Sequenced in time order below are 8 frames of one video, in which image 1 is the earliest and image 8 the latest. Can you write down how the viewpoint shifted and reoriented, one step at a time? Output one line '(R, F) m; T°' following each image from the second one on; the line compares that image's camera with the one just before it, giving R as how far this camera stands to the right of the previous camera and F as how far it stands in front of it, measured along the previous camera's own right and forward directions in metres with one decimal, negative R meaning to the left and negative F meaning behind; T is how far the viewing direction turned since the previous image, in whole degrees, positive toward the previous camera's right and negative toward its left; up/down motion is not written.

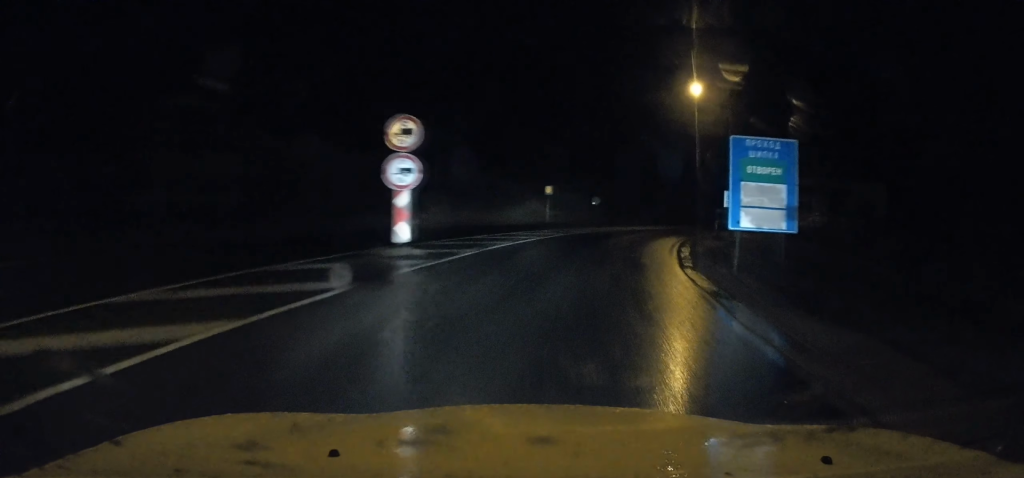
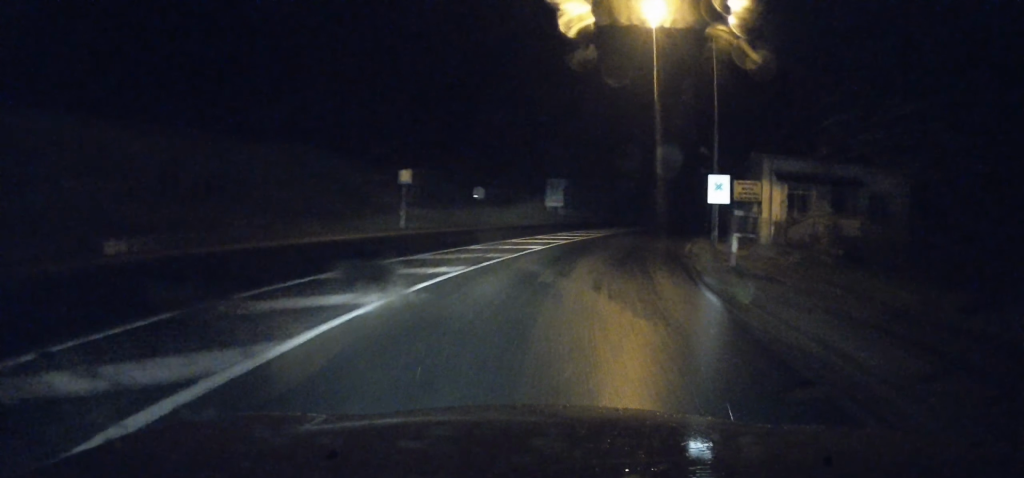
(+1.6, +17.0) m; +10°
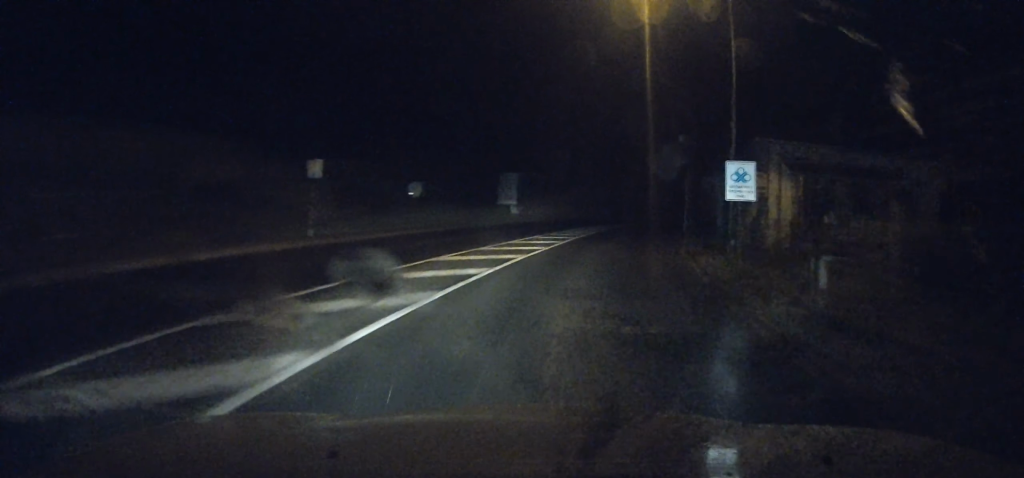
(+0.3, +6.7) m; +4°
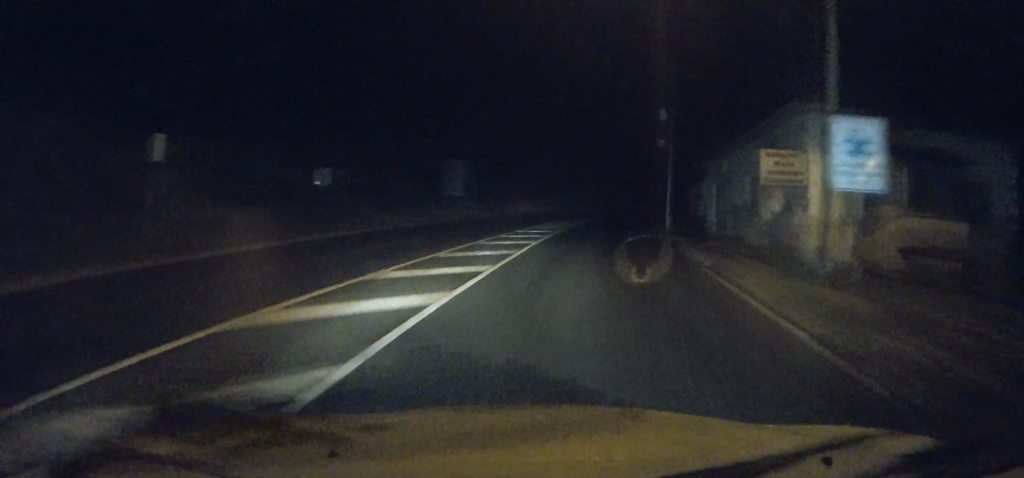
(0.0, +7.6) m; +4°
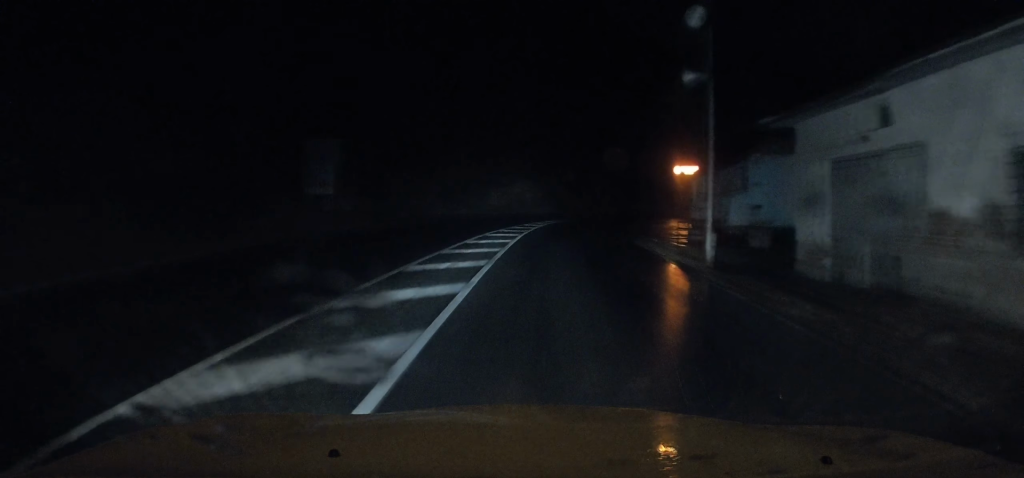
(+1.6, +16.2) m; +8°
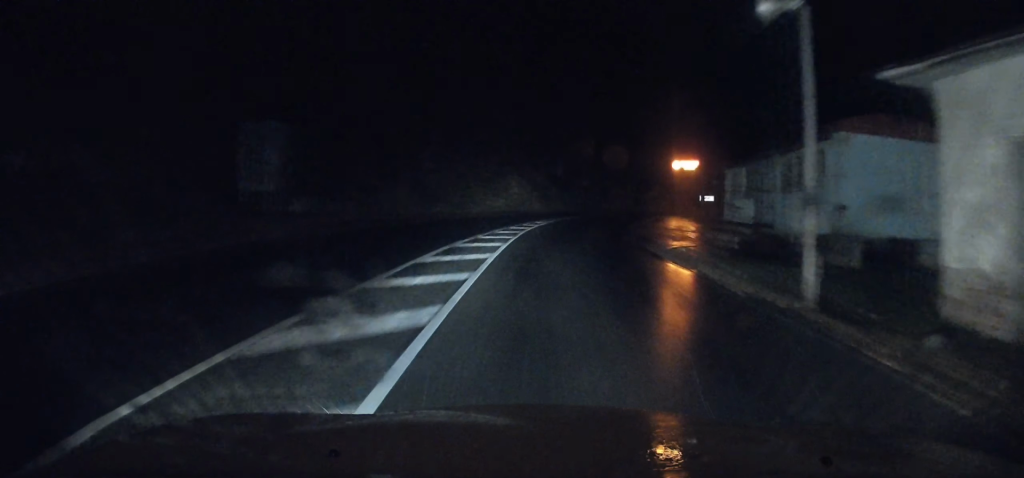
(+0.1, +5.7) m; +1°
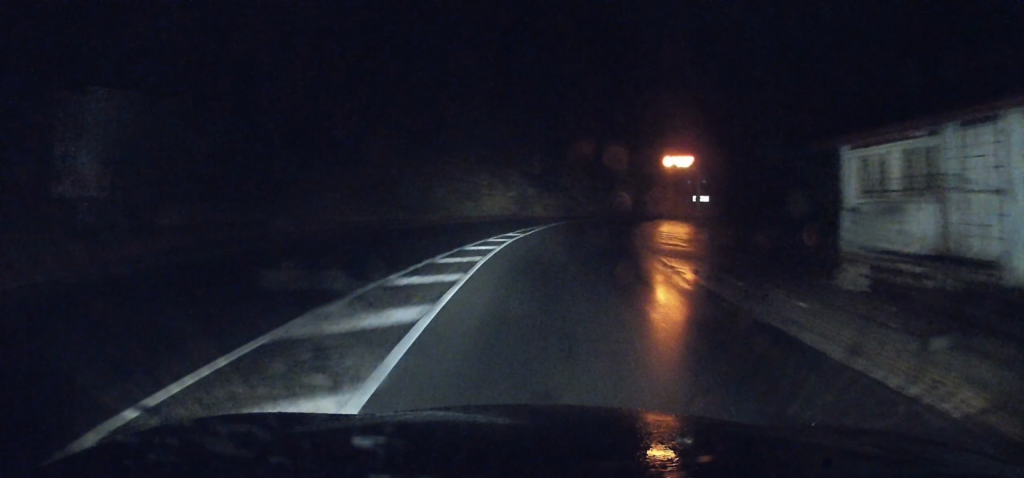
(+0.1, +9.3) m; +2°
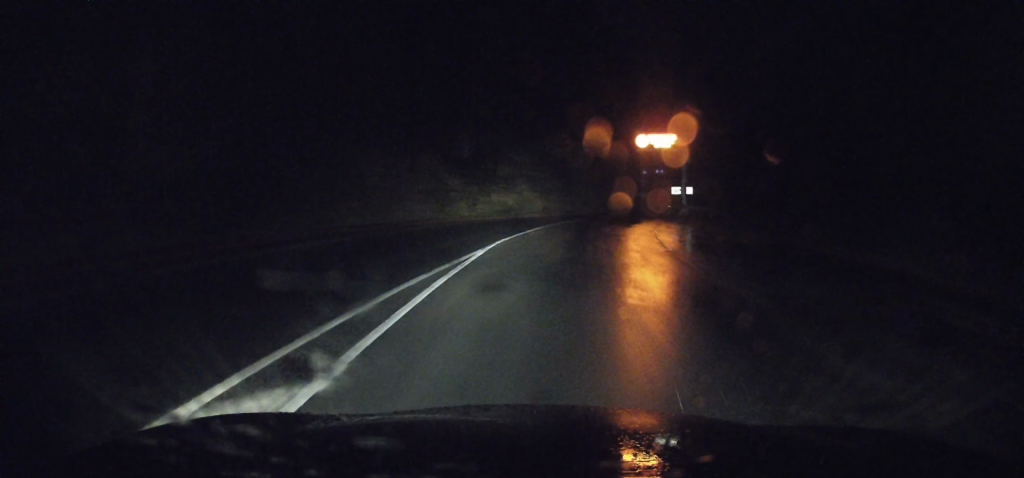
(+0.8, +19.3) m; +6°
